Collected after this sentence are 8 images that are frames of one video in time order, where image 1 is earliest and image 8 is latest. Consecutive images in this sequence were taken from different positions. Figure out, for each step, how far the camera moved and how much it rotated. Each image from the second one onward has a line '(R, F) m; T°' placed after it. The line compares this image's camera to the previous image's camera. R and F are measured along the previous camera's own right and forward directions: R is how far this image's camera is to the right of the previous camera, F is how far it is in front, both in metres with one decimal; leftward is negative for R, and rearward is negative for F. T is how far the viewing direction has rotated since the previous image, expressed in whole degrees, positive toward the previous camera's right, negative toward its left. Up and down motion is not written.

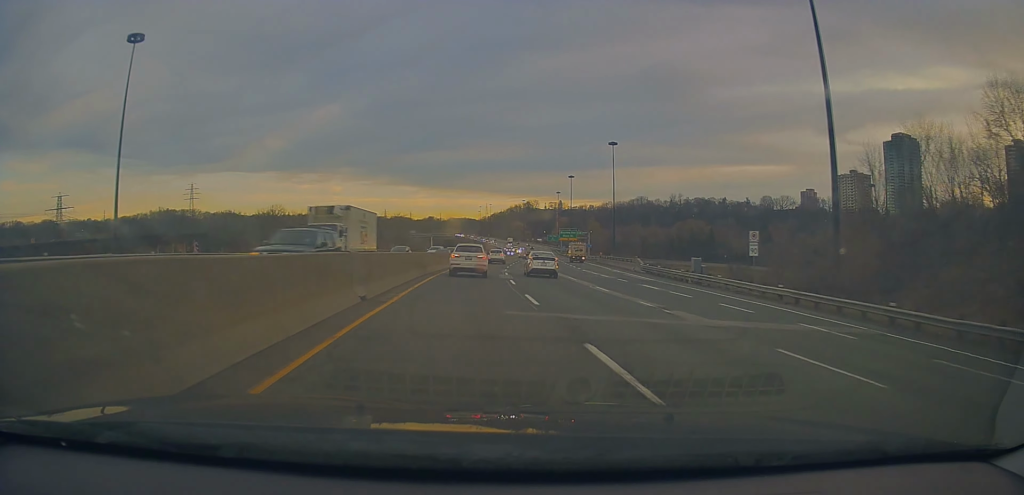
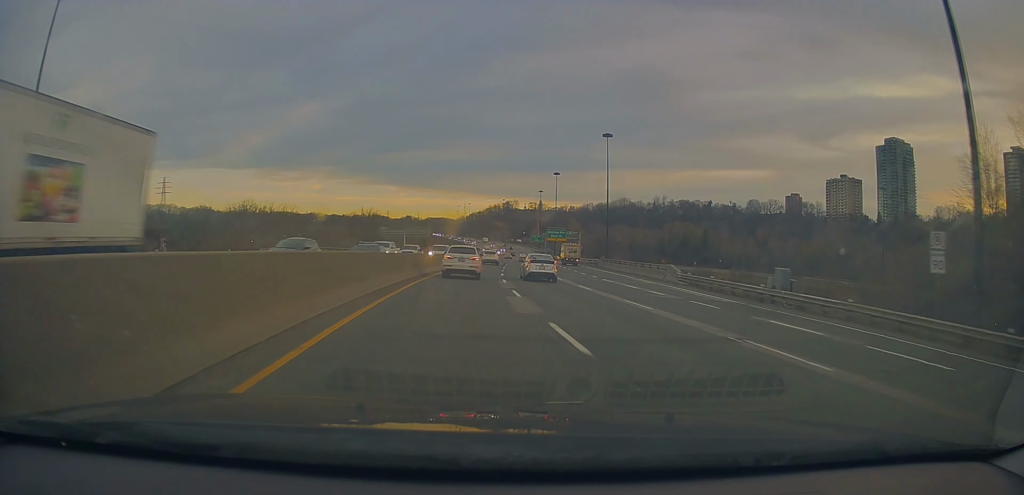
(+0.3, +15.7) m; +2°
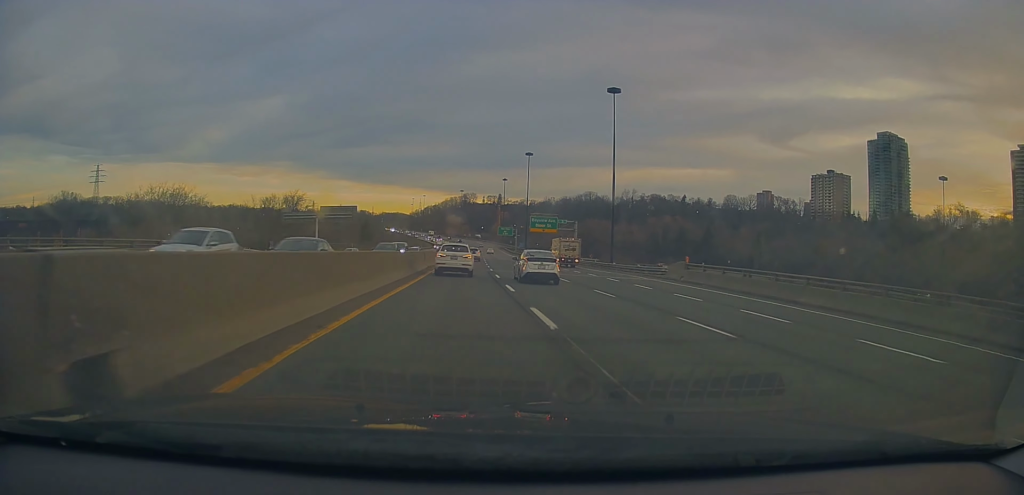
(+1.8, +43.0) m; +5°
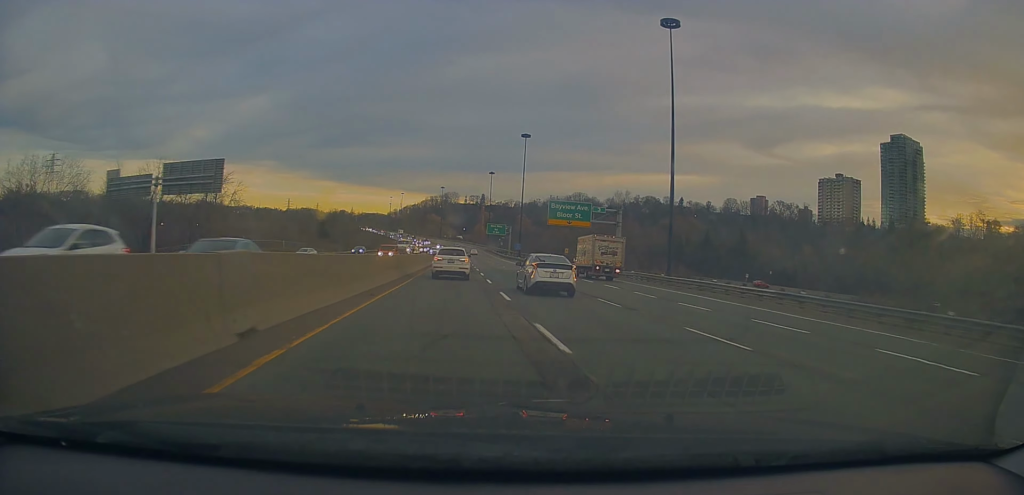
(+1.3, +37.9) m; +2°
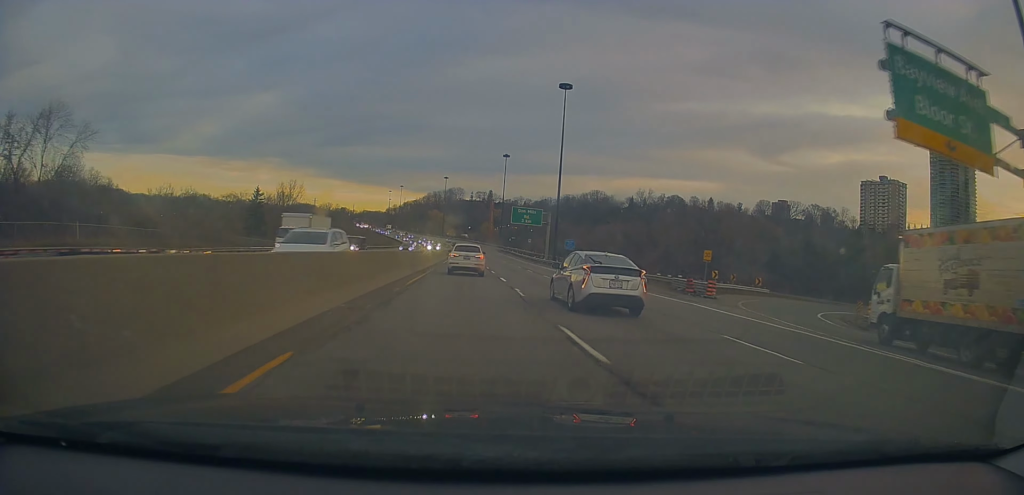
(+0.3, +52.1) m; +1°
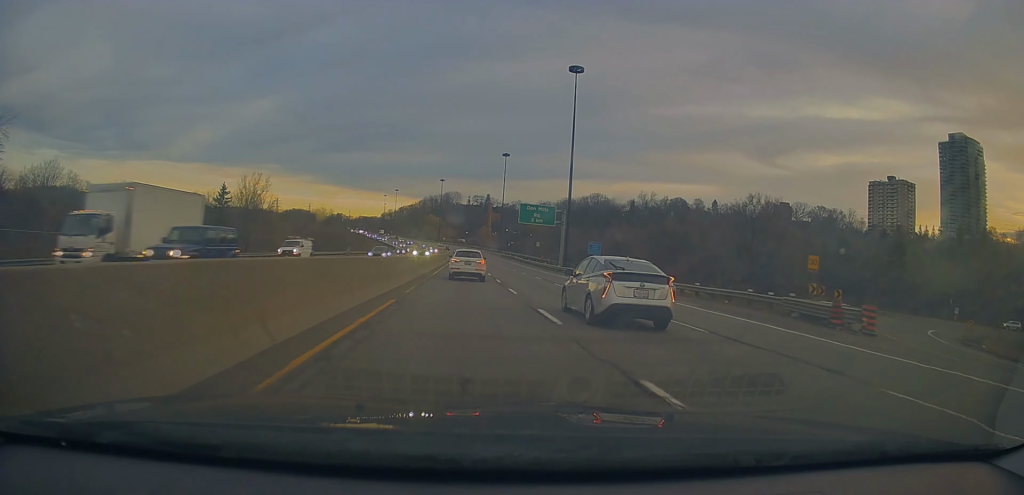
(+0.1, +13.9) m; 0°
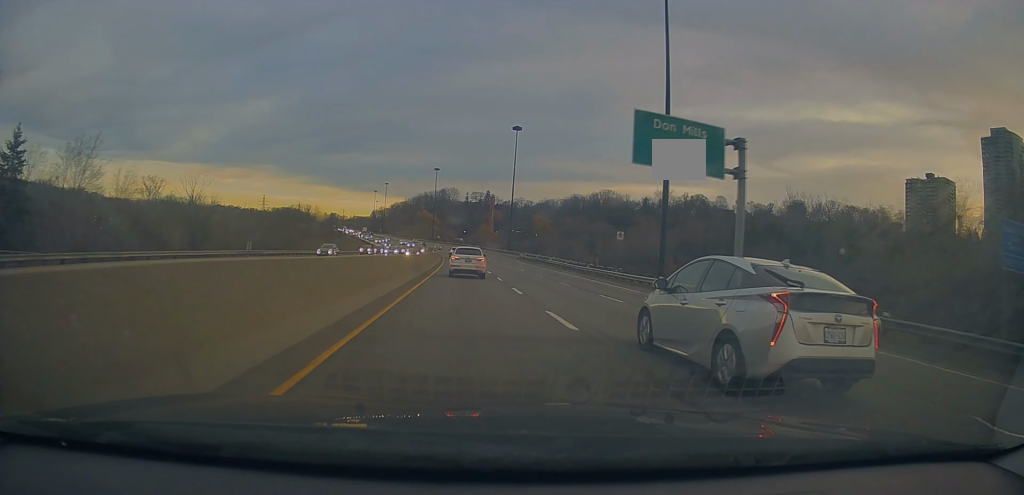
(-0.1, +46.2) m; 0°
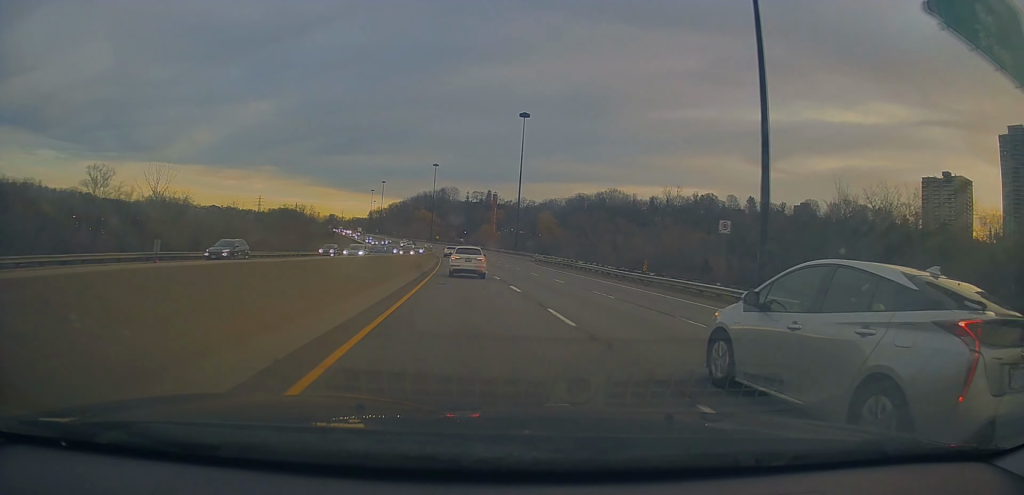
(0.0, +17.3) m; +1°
